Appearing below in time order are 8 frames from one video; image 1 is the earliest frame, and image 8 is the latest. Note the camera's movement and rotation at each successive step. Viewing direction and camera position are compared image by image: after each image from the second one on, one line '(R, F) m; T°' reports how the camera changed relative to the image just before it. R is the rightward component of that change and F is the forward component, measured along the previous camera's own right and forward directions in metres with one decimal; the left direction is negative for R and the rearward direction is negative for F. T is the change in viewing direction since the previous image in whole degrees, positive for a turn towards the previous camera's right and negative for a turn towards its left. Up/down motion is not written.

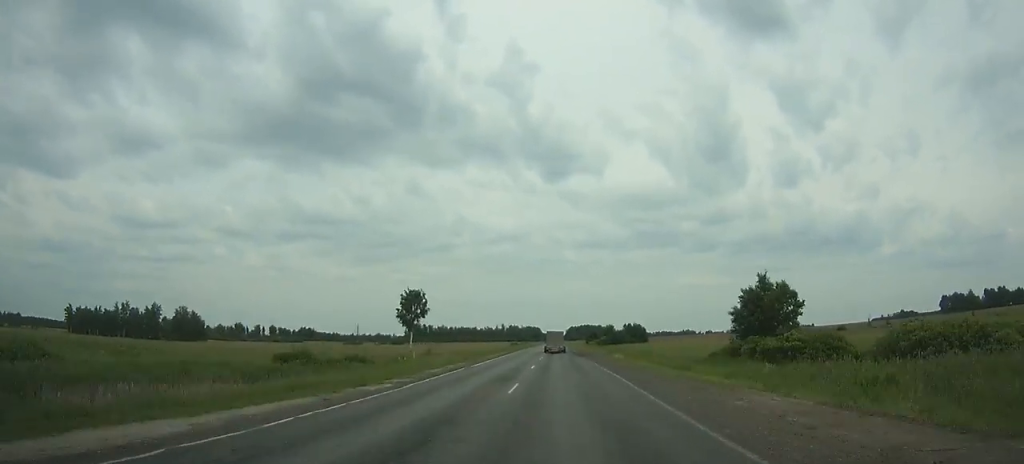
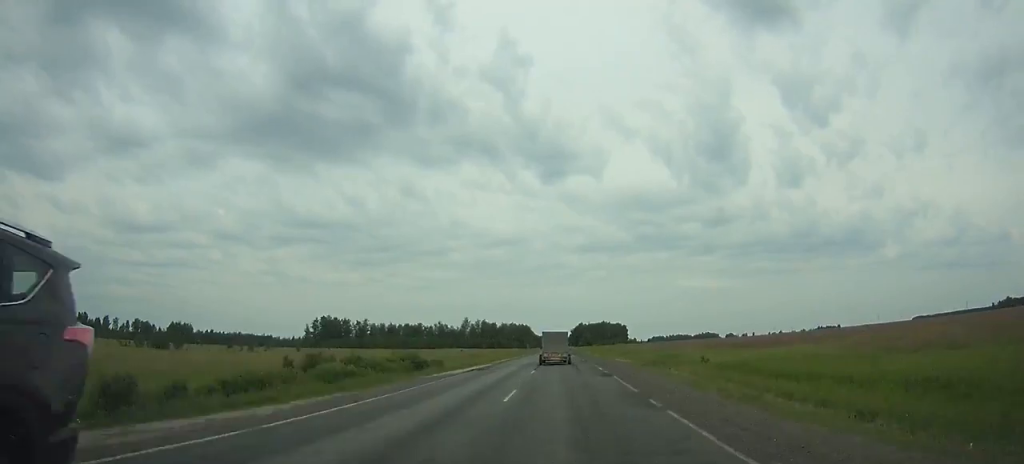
(-0.4, +255.9) m; 0°
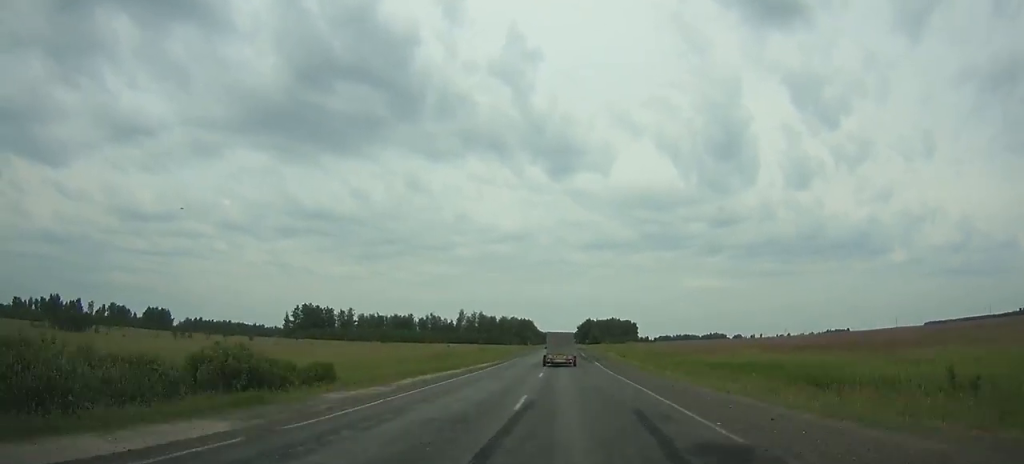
(-0.1, +36.8) m; 0°
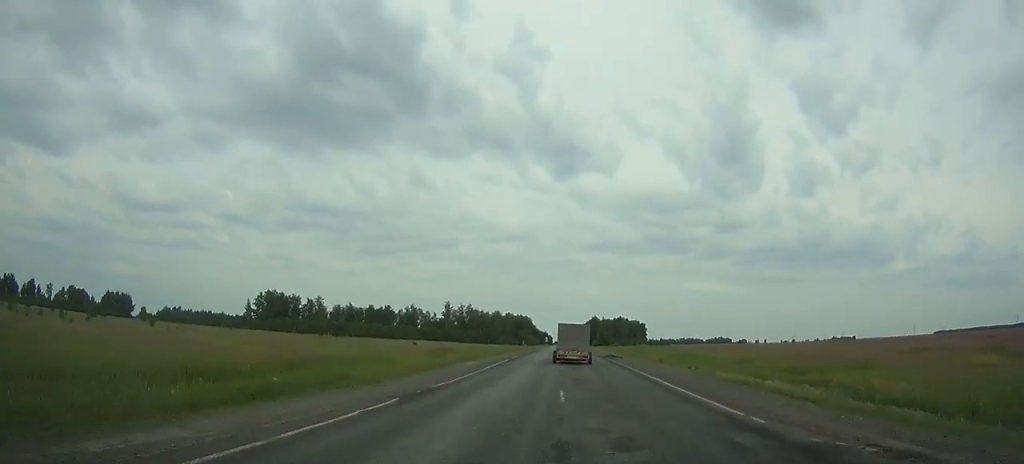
(-0.3, +46.2) m; 0°
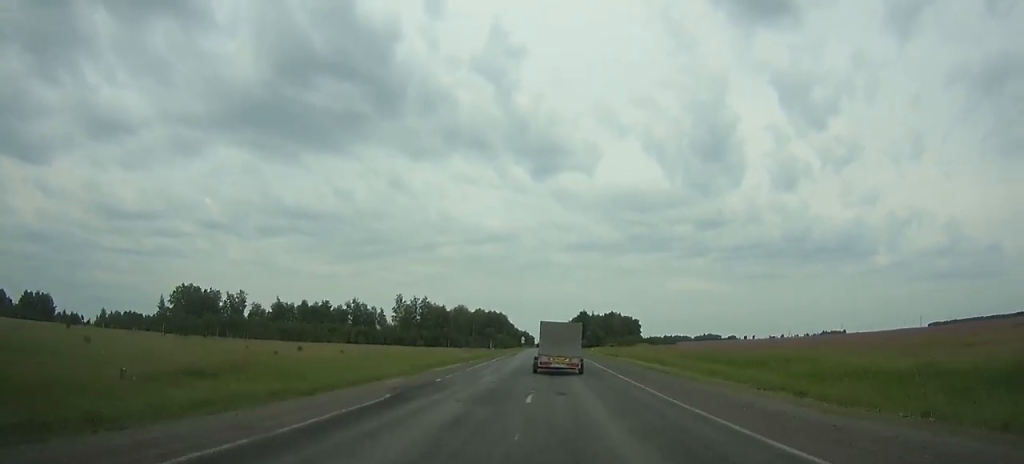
(+0.6, +55.1) m; 0°
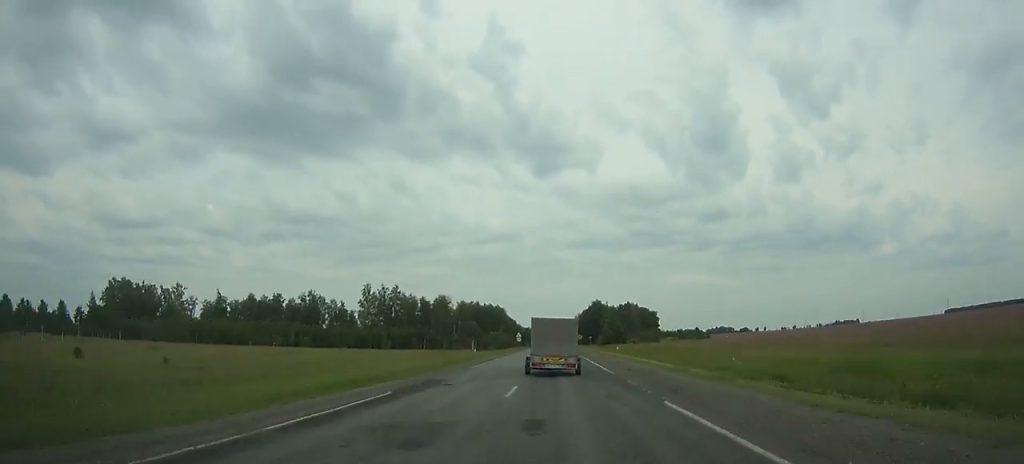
(0.0, +44.3) m; 0°
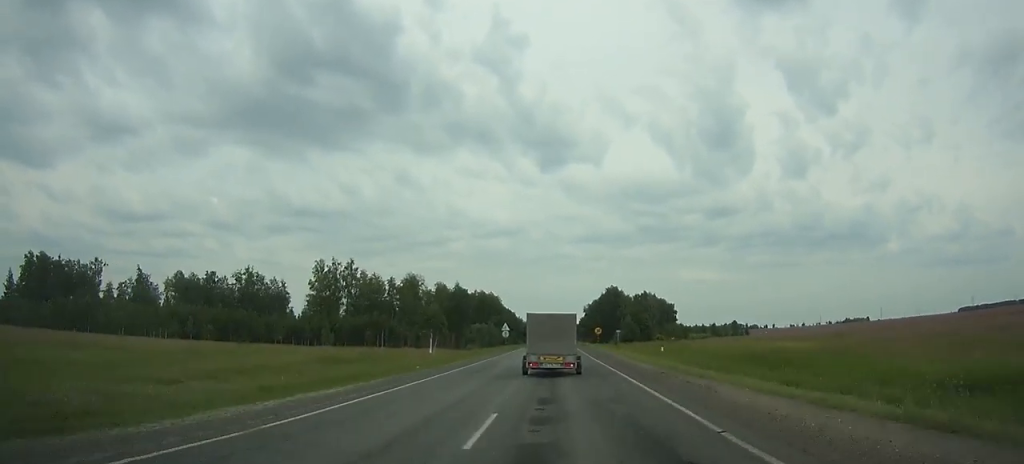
(-0.1, +41.6) m; 0°
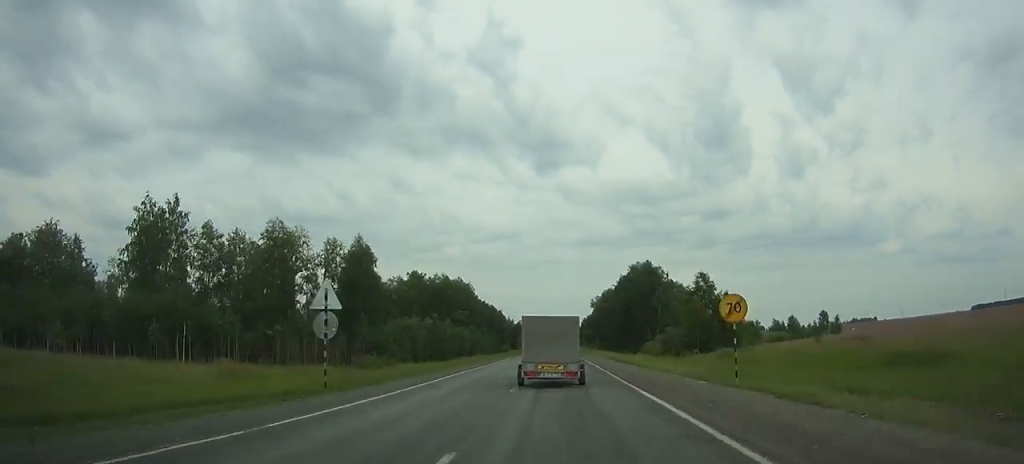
(0.0, +64.0) m; 0°
